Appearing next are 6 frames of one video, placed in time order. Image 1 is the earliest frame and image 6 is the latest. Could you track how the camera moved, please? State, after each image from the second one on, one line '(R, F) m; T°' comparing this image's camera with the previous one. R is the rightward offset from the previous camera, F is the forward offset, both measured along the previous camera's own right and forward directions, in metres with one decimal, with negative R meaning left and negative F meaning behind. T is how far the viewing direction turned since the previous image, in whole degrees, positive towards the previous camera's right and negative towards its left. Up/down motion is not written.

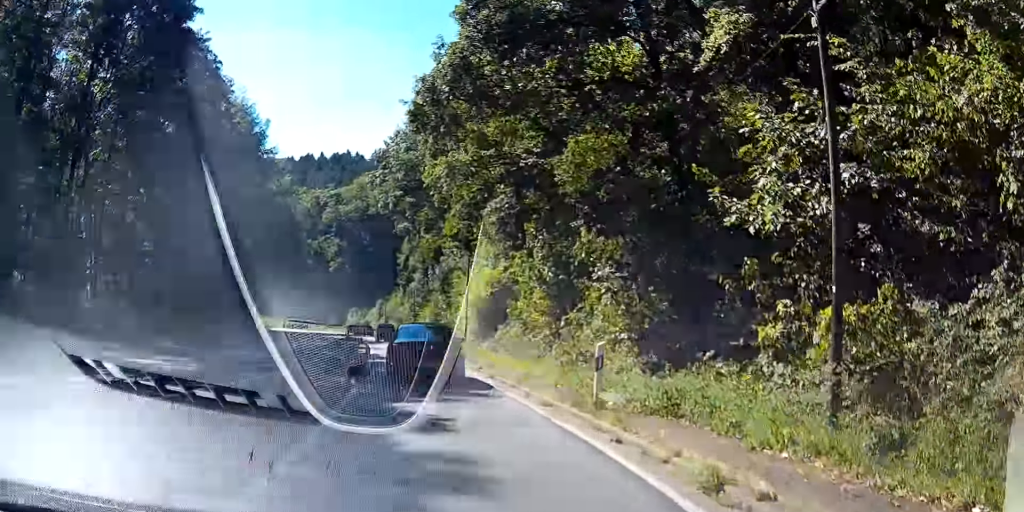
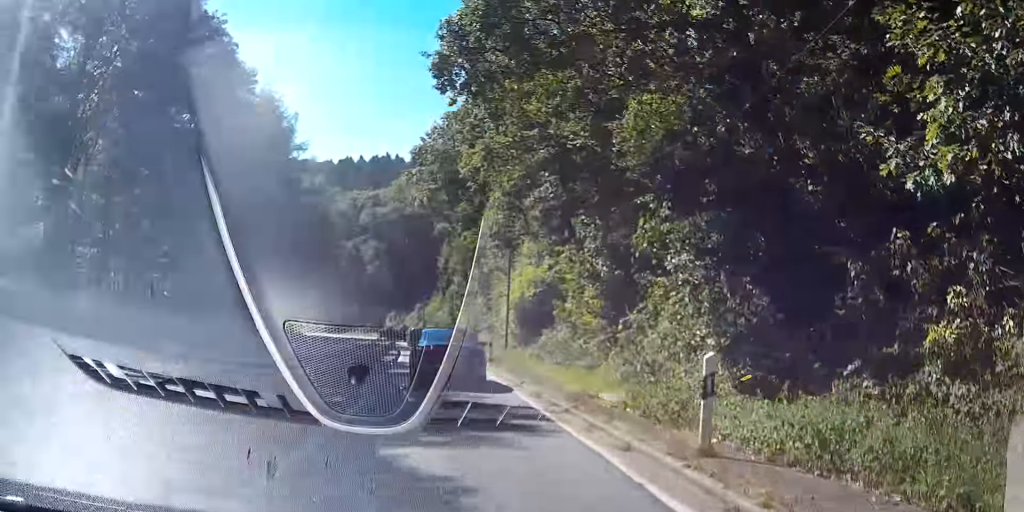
(-0.5, +2.5) m; -14°
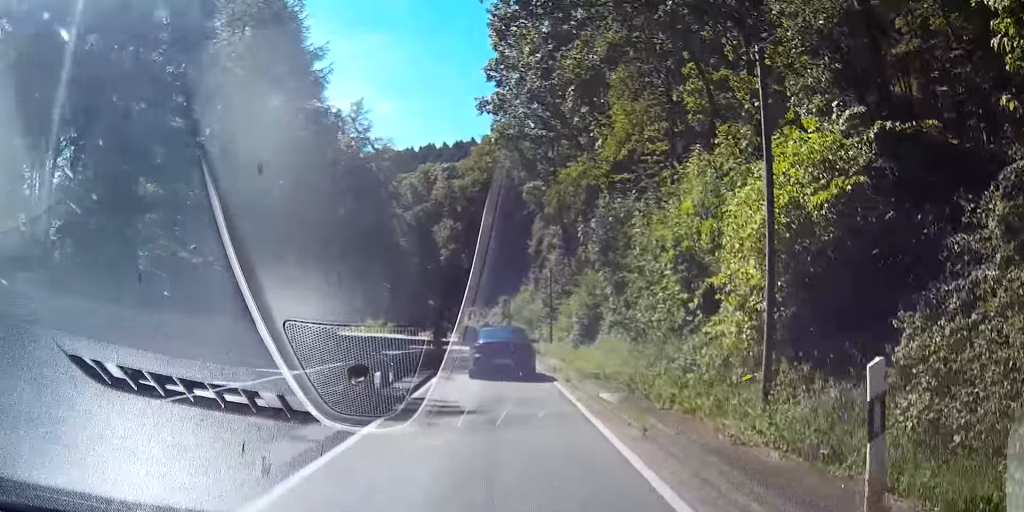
(-9.6, +18.4) m; -30°
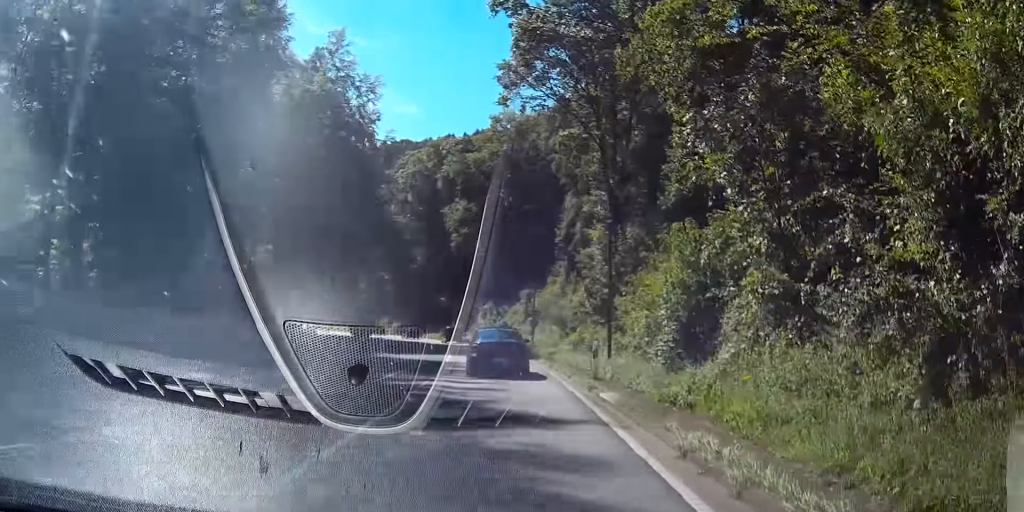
(+0.8, +21.4) m; +5°
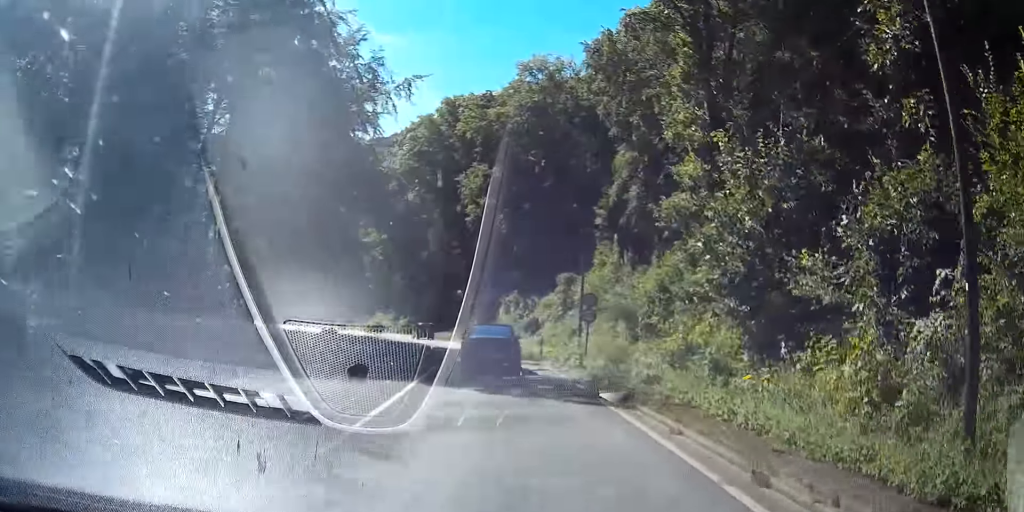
(+0.7, +24.8) m; +1°
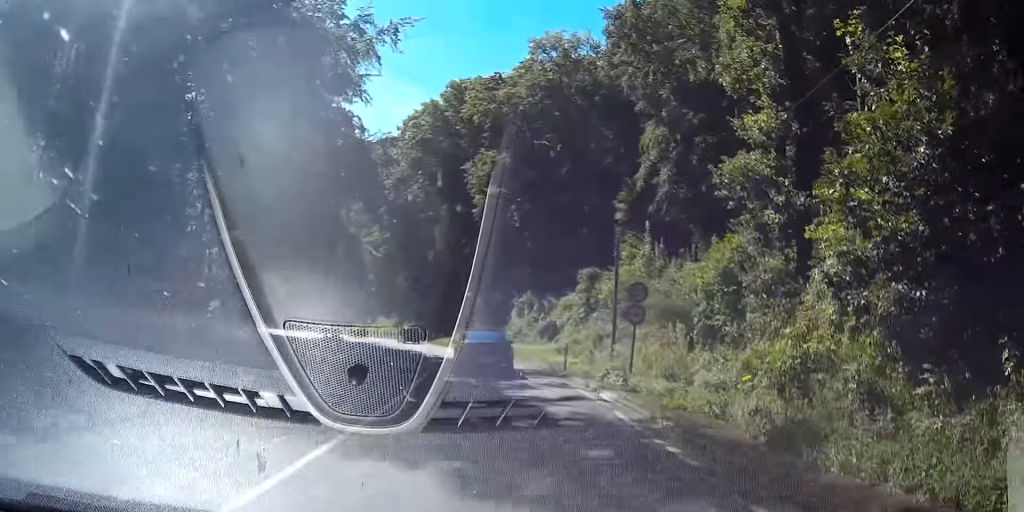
(-0.1, +10.7) m; -1°
